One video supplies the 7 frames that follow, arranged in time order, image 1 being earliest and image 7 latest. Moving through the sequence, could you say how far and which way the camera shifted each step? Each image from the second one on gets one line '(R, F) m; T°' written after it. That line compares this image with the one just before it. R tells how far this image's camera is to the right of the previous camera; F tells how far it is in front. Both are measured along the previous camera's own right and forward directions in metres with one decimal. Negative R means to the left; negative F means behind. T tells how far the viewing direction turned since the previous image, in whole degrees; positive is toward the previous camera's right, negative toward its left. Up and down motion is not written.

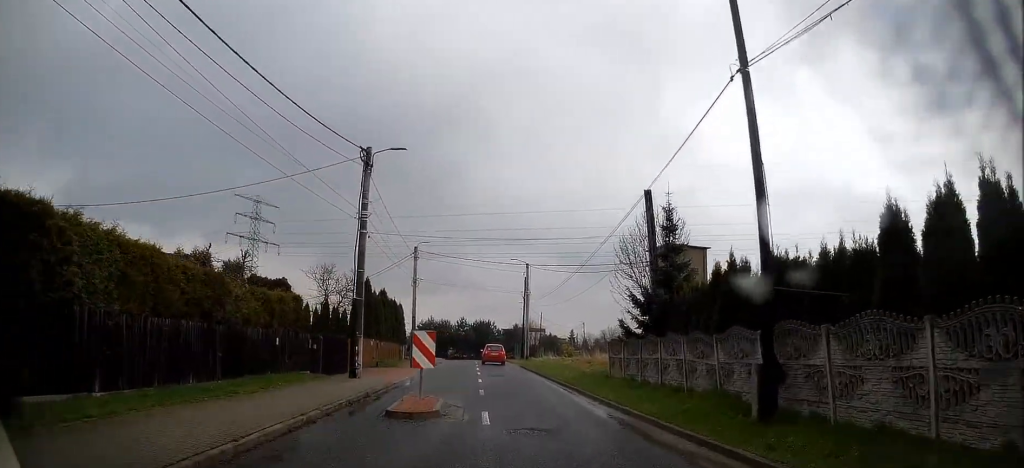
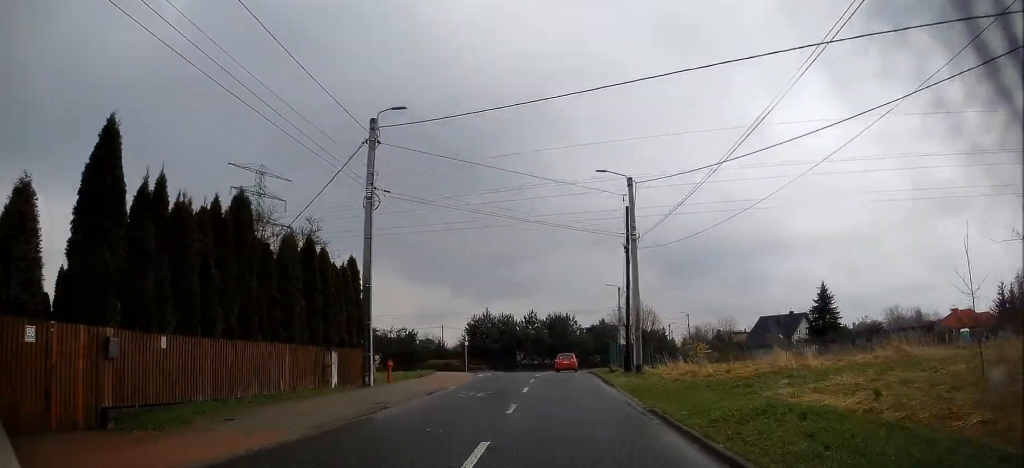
(+0.4, +27.6) m; -3°
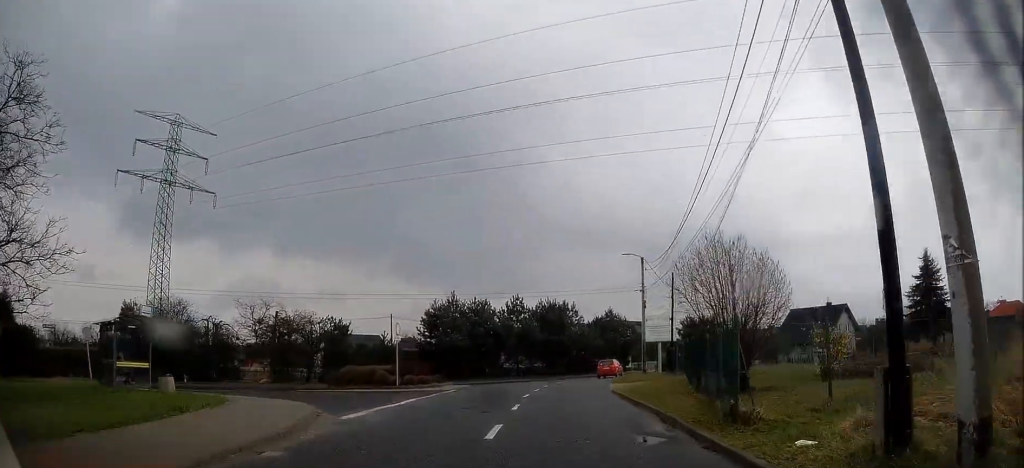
(-0.6, +20.5) m; -2°
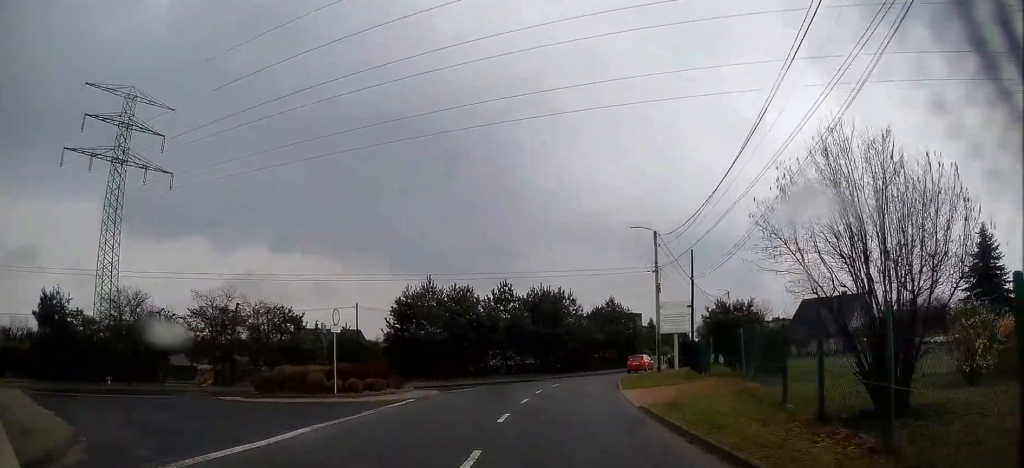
(+0.1, +8.0) m; +1°
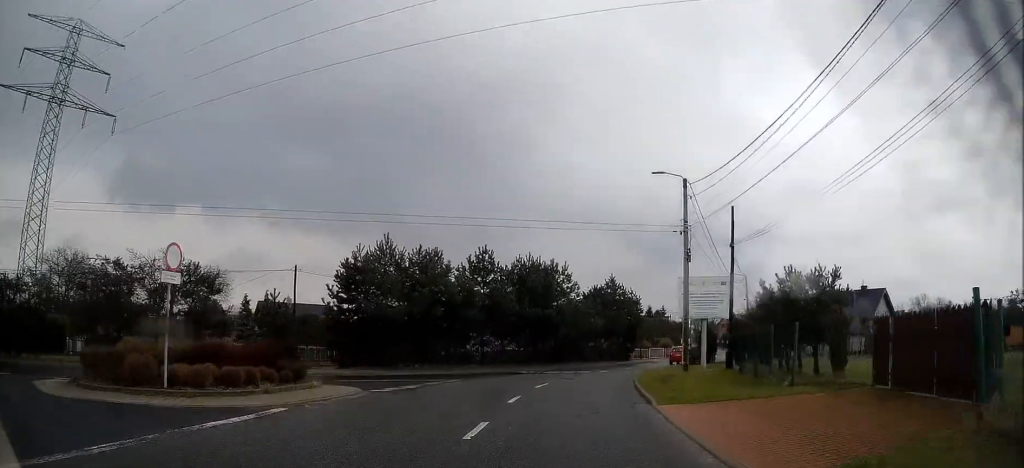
(+0.1, +9.9) m; +2°
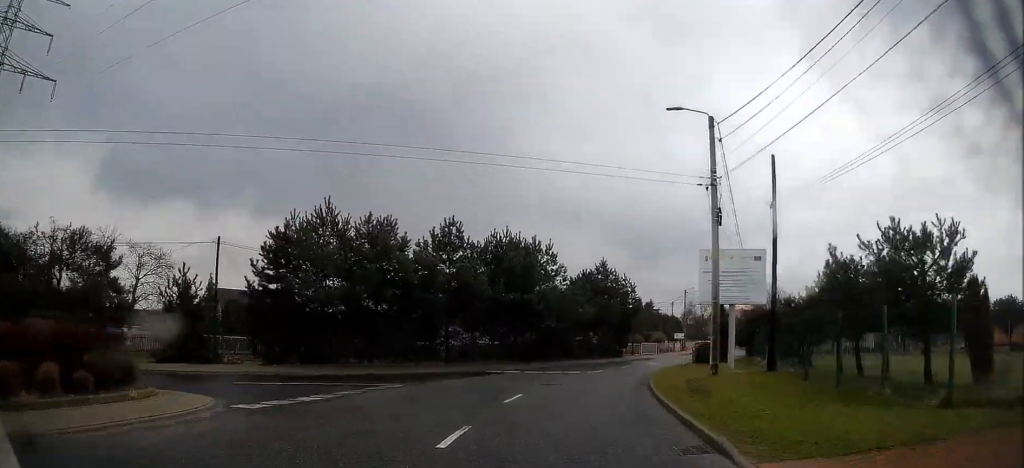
(+0.1, +7.4) m; +2°
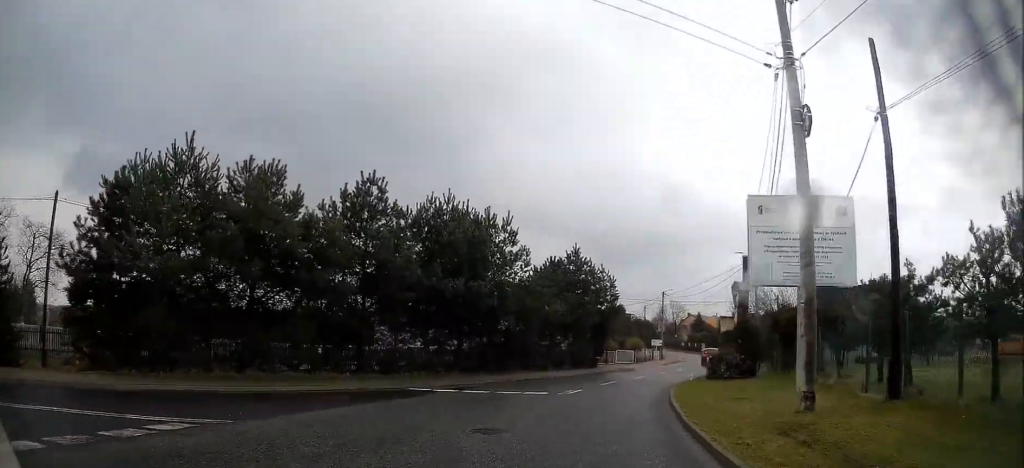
(+0.3, +9.6) m; +2°
